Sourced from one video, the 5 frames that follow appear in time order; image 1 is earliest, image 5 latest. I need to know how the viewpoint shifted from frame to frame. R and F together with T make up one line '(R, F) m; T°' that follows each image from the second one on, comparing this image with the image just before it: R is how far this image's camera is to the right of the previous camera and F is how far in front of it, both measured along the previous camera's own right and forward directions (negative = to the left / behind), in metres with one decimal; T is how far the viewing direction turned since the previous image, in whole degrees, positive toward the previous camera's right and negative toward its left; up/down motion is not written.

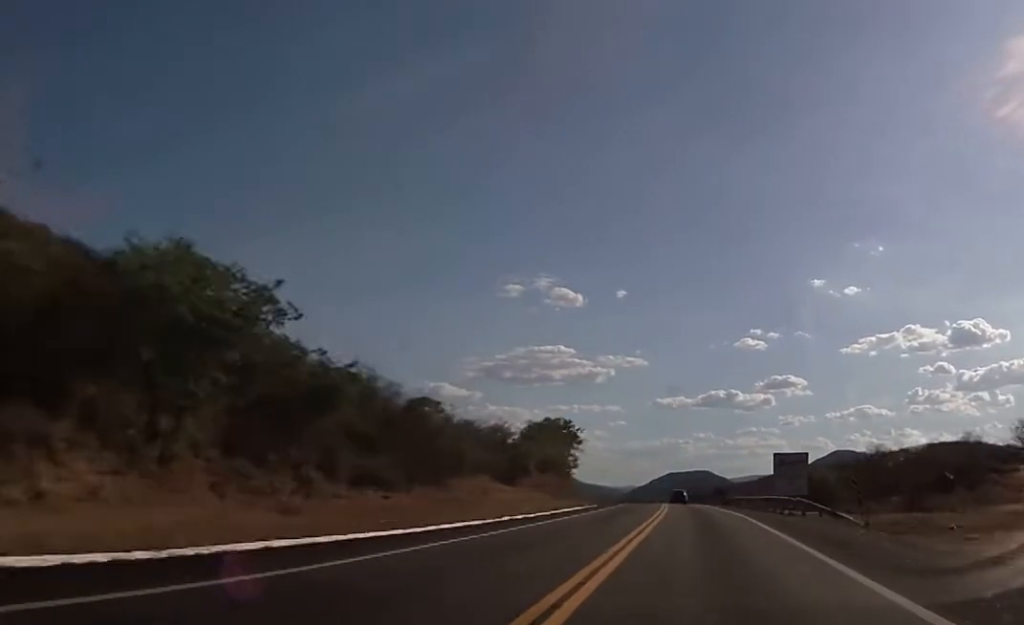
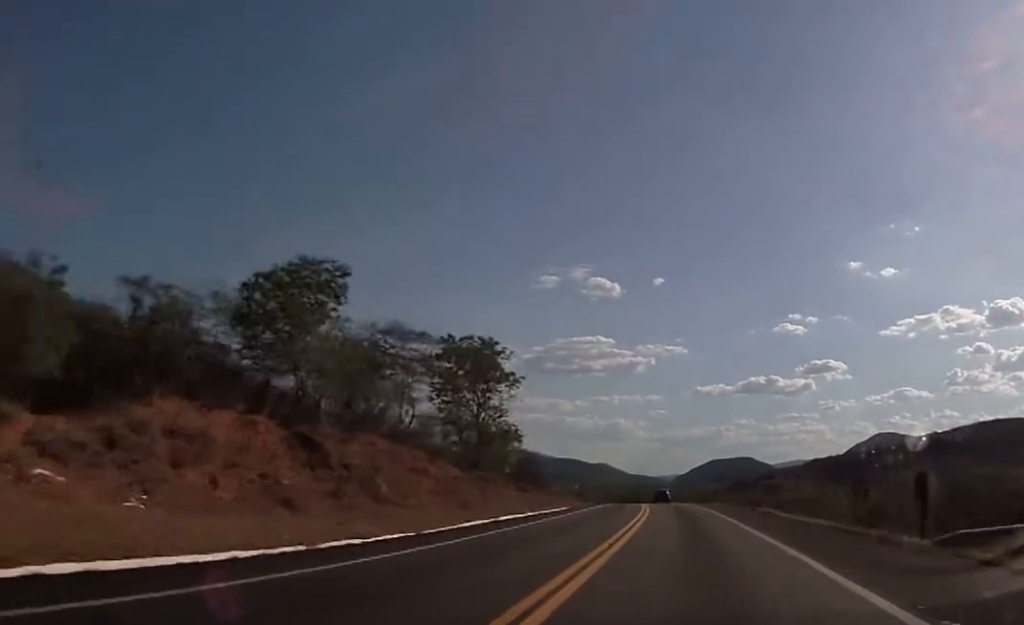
(-0.6, +67.5) m; -2°
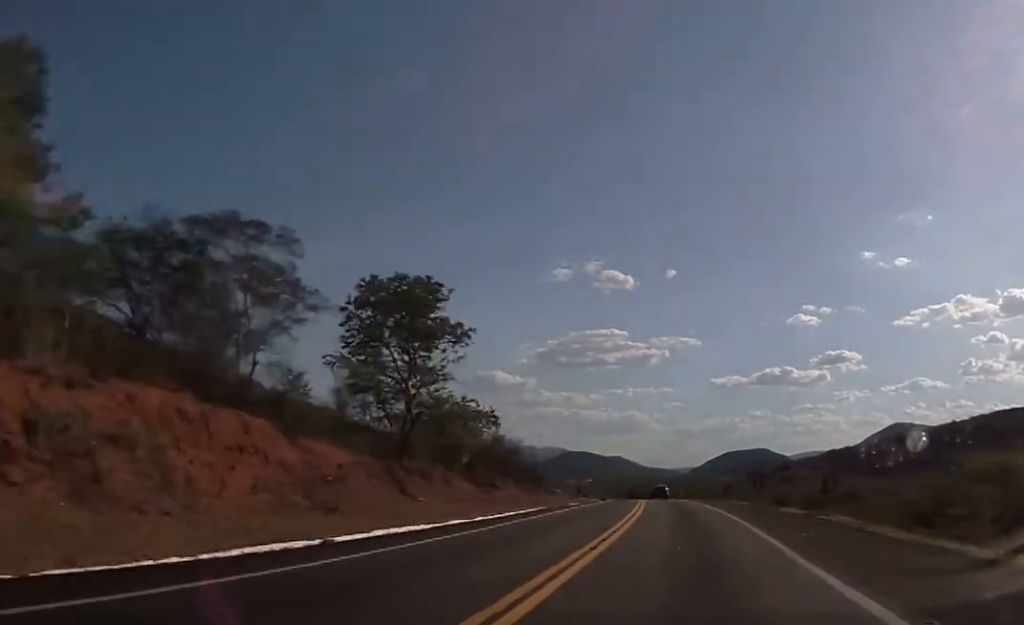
(-0.4, +18.3) m; -1°
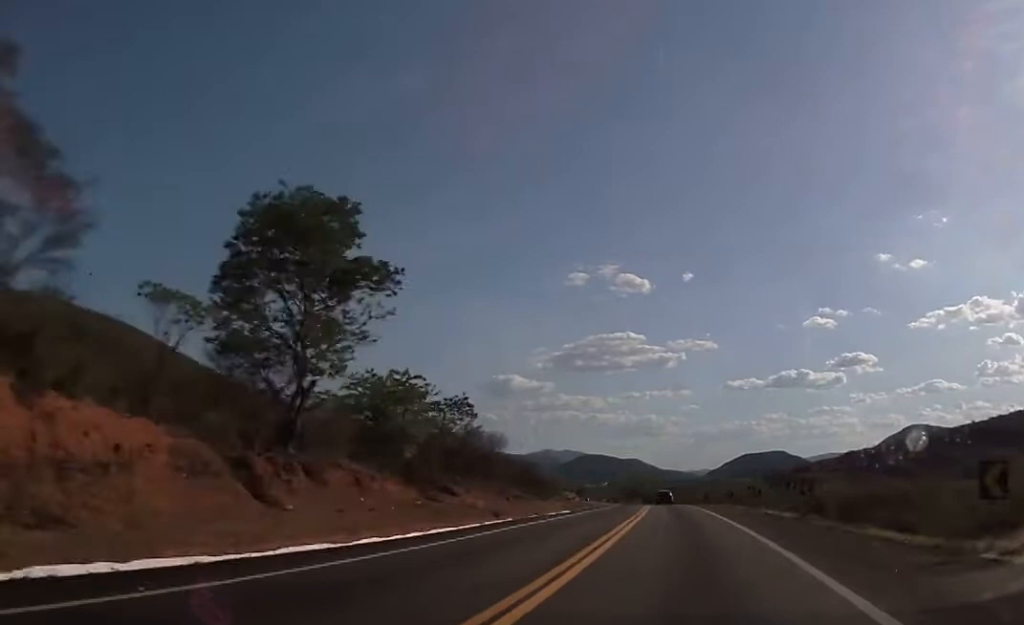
(-0.2, +14.4) m; -1°
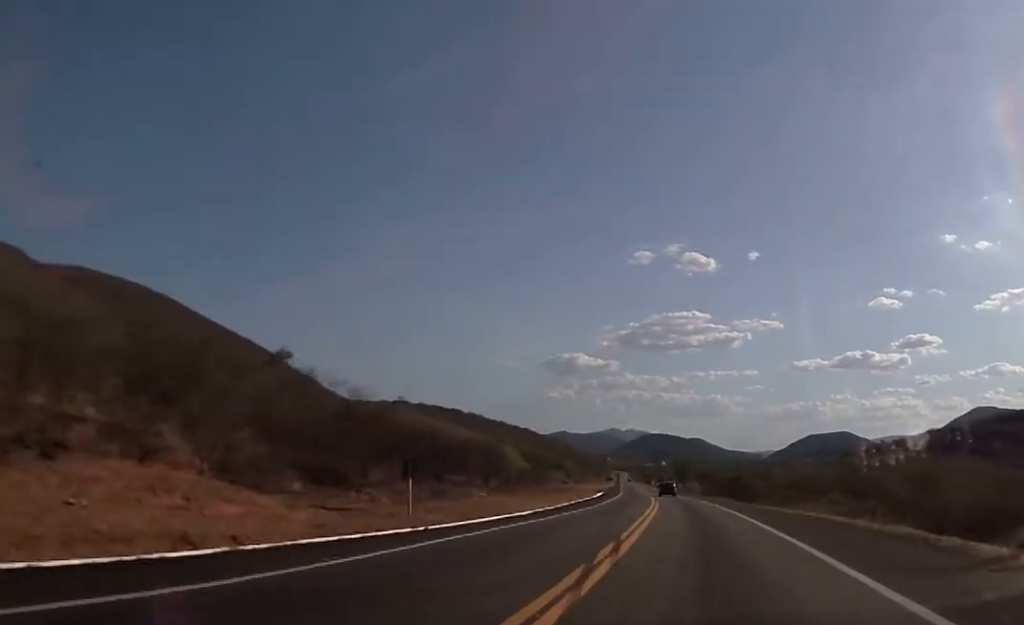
(-3.7, +83.0) m; -5°
